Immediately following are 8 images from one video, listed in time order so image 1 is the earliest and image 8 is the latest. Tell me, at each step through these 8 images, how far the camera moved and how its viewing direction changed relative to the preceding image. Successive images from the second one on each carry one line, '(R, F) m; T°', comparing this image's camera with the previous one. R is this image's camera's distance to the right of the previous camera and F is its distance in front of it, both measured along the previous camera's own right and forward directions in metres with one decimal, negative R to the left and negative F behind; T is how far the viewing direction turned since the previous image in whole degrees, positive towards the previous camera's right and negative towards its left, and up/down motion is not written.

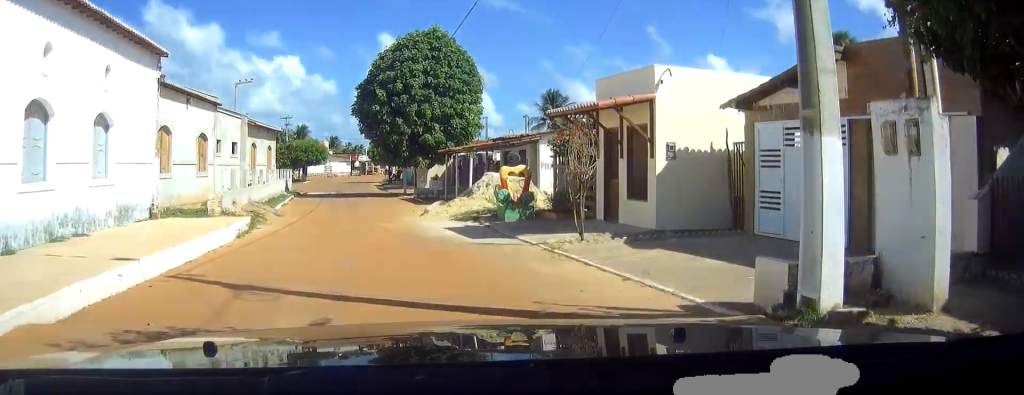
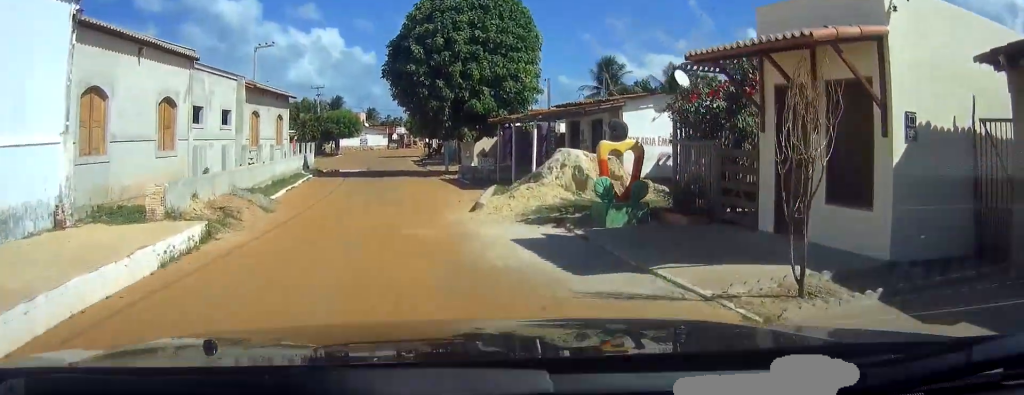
(+0.1, +9.6) m; +2°
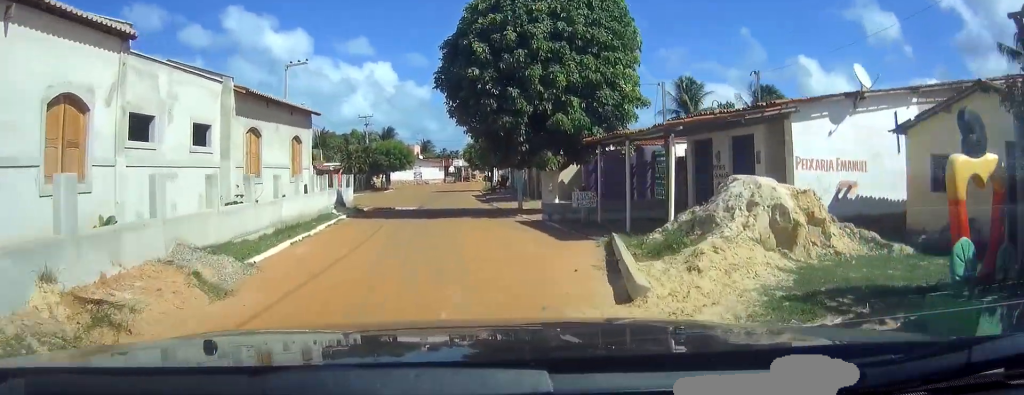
(+0.1, +9.5) m; +1°
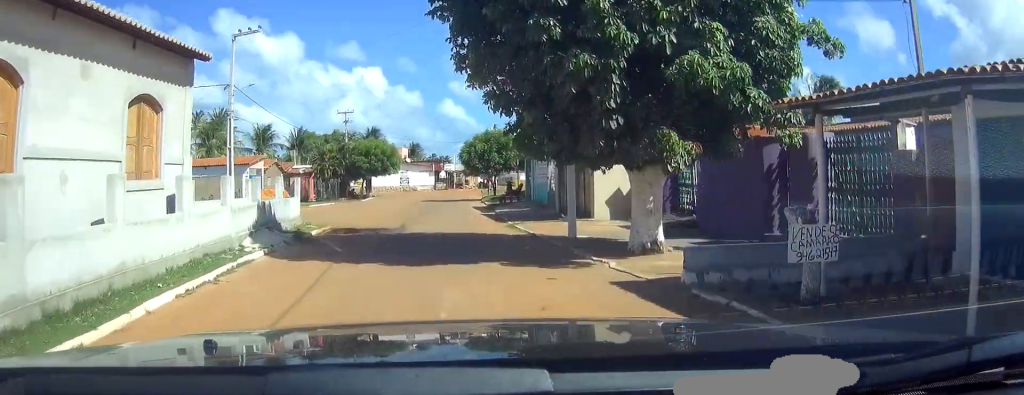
(-0.1, +12.2) m; -1°
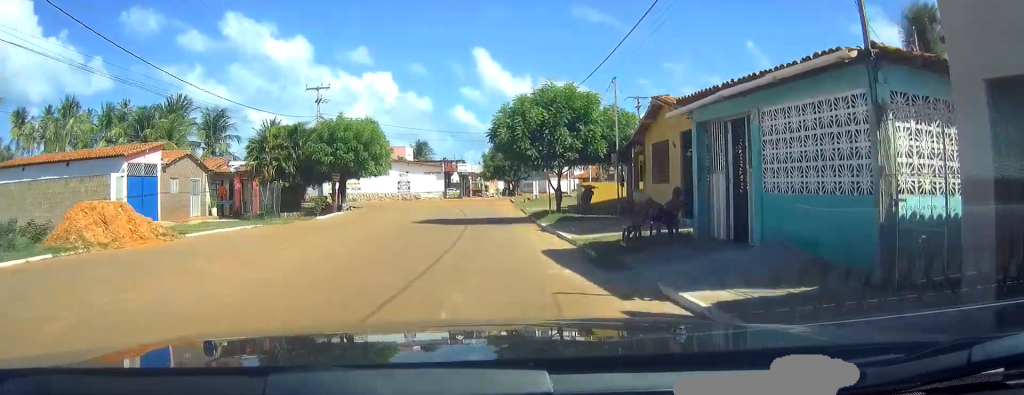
(-0.2, +20.8) m; -2°
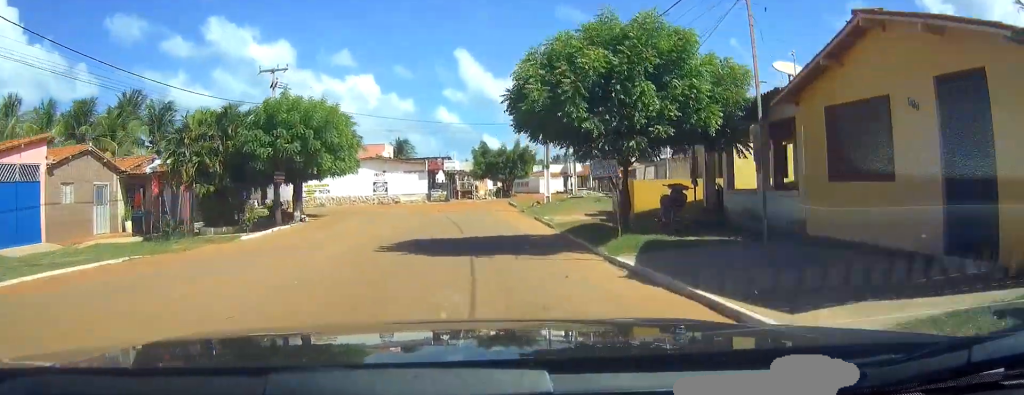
(-0.2, +9.4) m; 0°
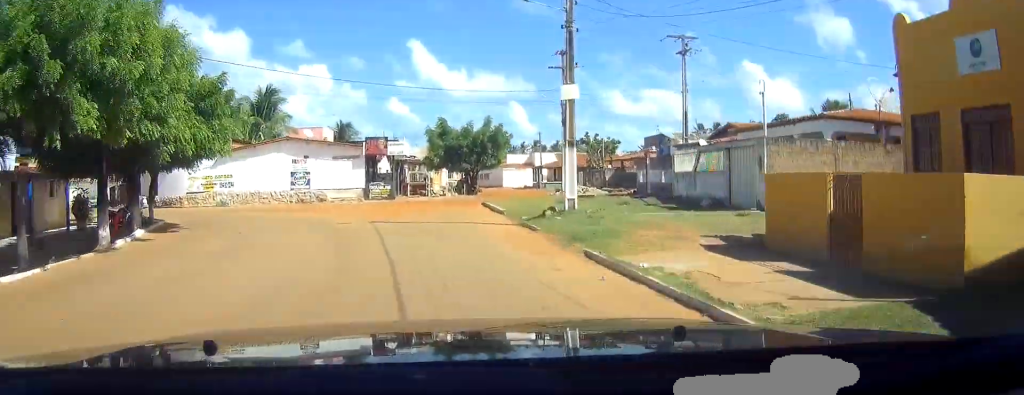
(-0.1, +13.5) m; -1°
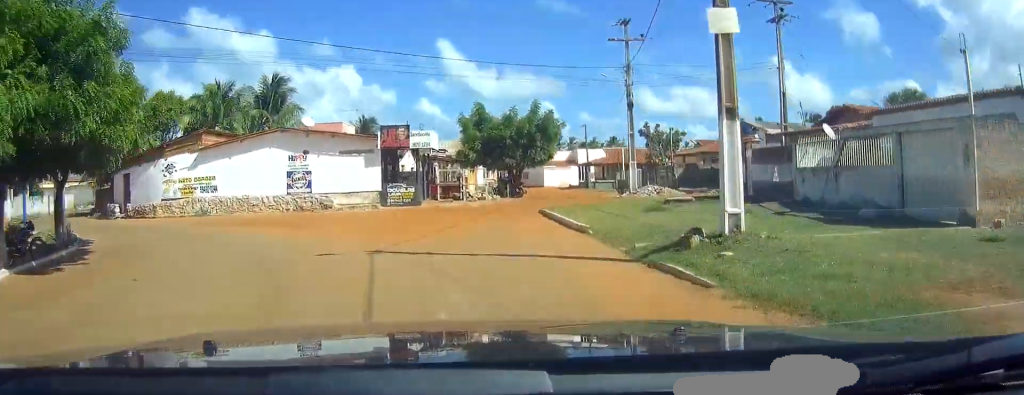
(+0.3, +7.6) m; -1°
